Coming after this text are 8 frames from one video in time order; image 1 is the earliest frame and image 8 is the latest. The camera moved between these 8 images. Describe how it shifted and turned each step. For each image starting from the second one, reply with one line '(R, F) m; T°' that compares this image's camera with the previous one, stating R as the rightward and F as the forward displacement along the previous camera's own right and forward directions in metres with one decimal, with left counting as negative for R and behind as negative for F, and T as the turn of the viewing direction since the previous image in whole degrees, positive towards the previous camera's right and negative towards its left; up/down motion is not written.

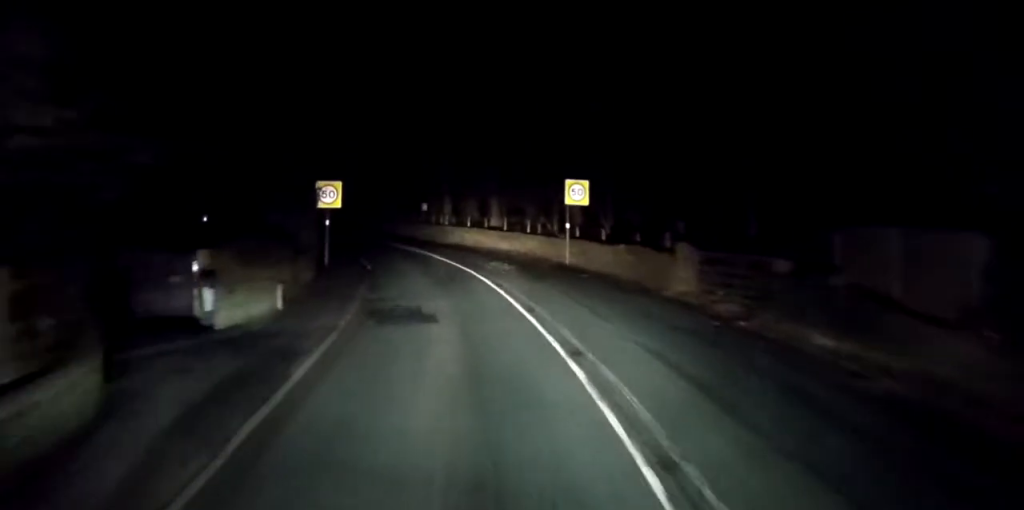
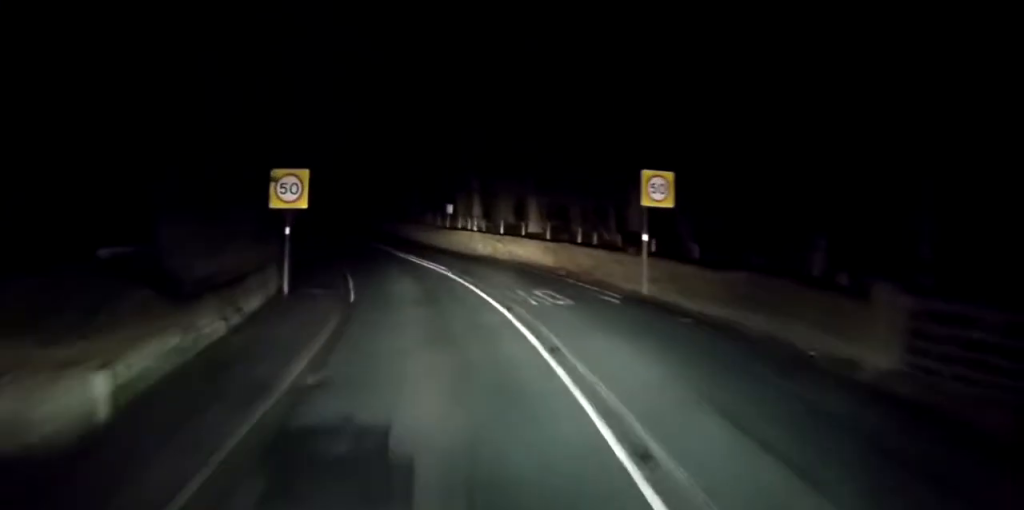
(-1.8, +8.3) m; -9°
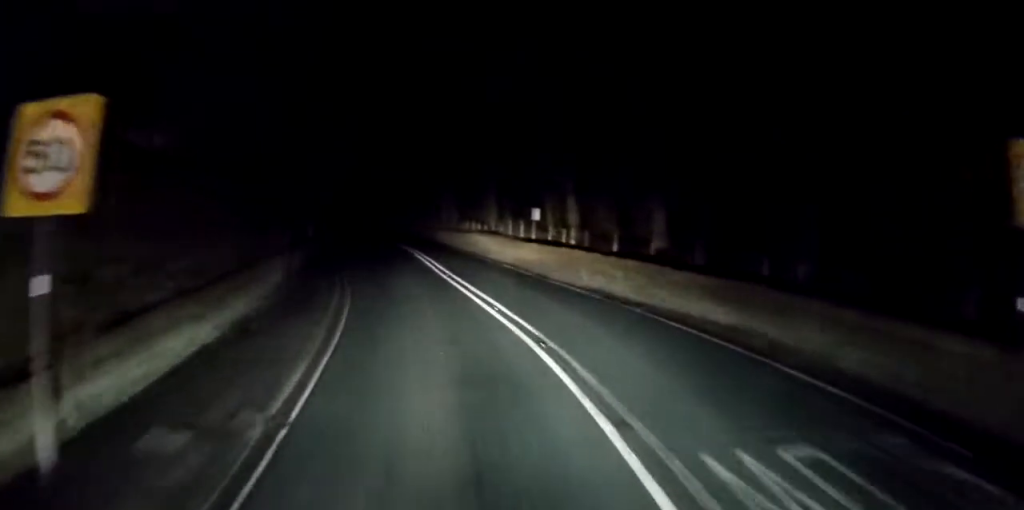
(-0.6, +12.0) m; -3°
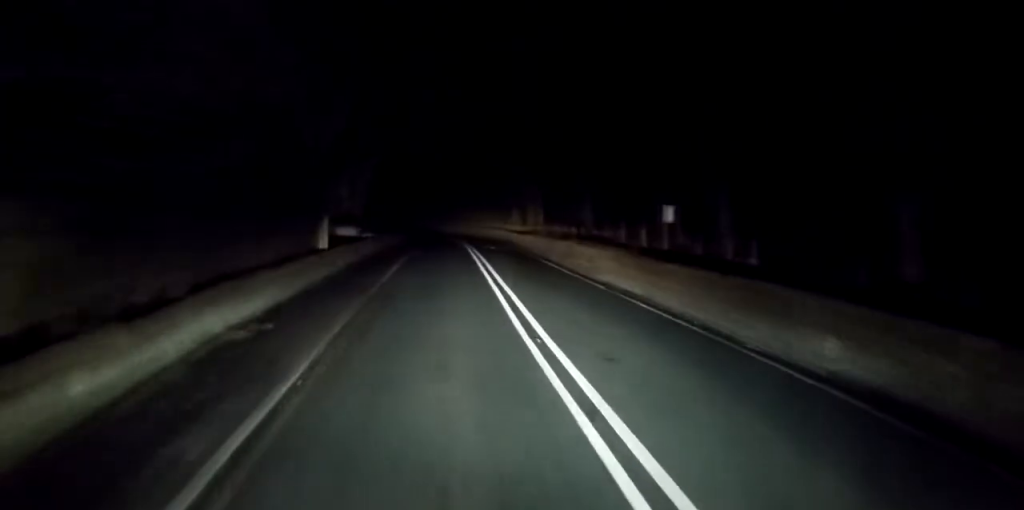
(0.0, +12.6) m; 0°
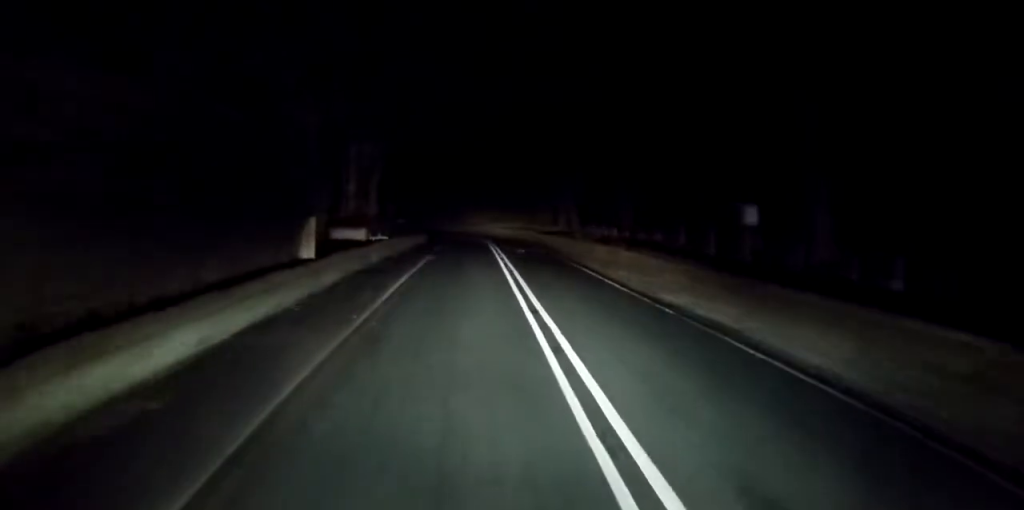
(0.0, +5.5) m; 0°
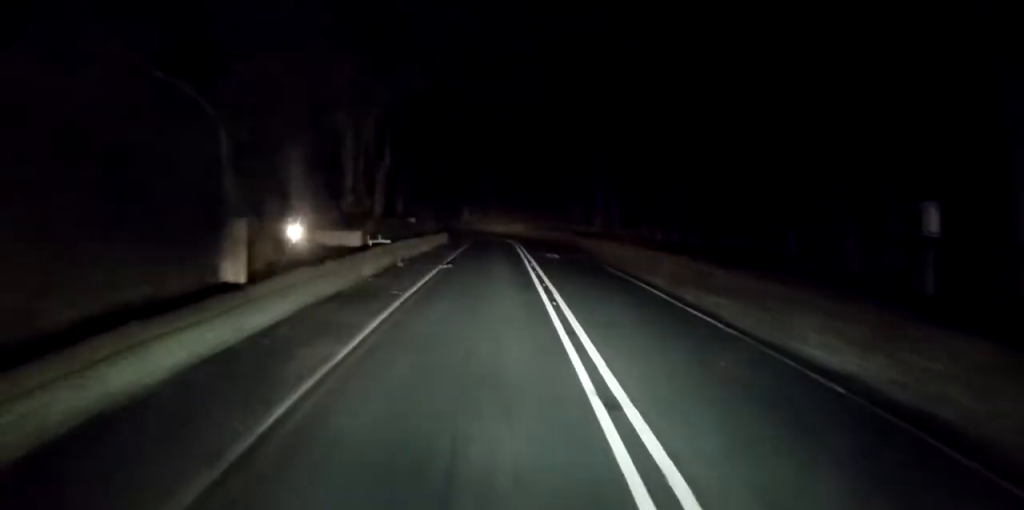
(0.0, +7.5) m; 0°
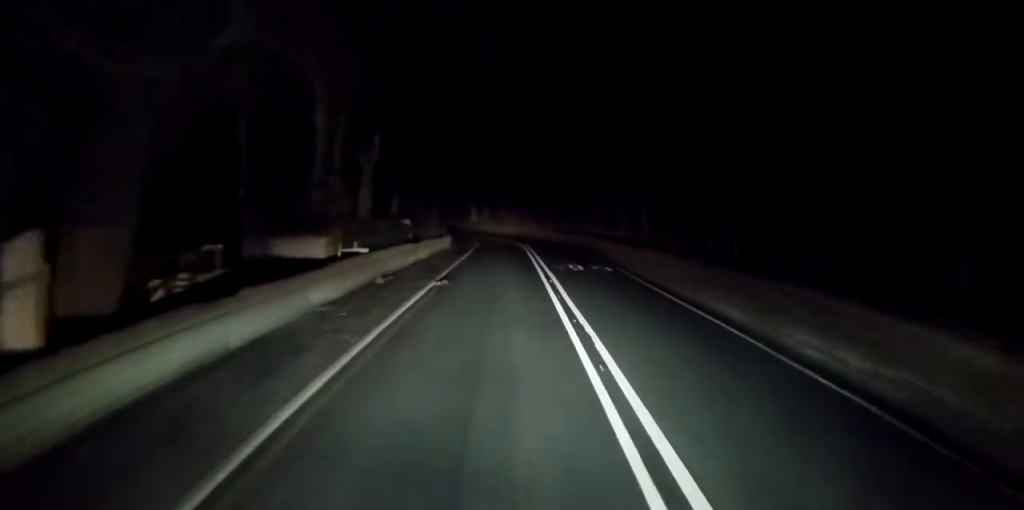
(0.0, +6.6) m; 0°
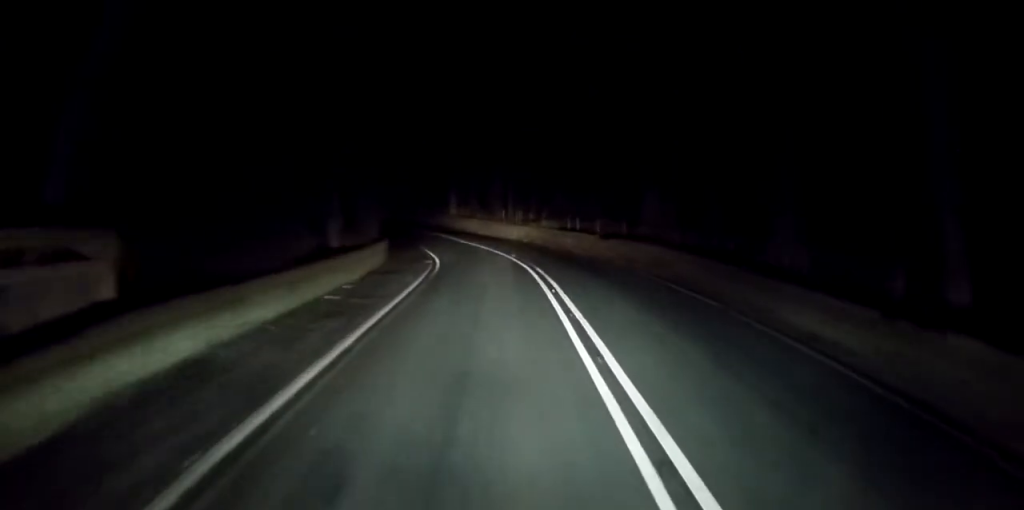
(0.0, +29.9) m; 0°
